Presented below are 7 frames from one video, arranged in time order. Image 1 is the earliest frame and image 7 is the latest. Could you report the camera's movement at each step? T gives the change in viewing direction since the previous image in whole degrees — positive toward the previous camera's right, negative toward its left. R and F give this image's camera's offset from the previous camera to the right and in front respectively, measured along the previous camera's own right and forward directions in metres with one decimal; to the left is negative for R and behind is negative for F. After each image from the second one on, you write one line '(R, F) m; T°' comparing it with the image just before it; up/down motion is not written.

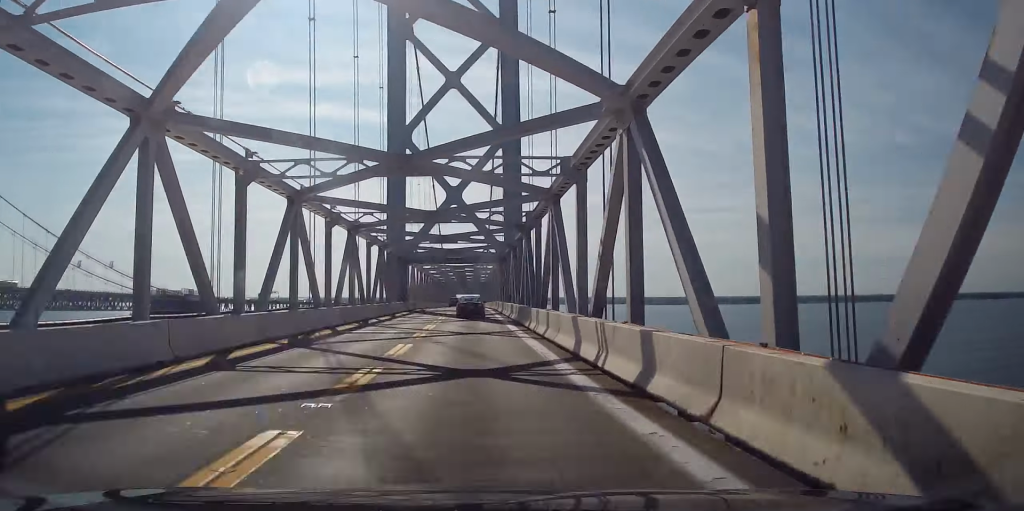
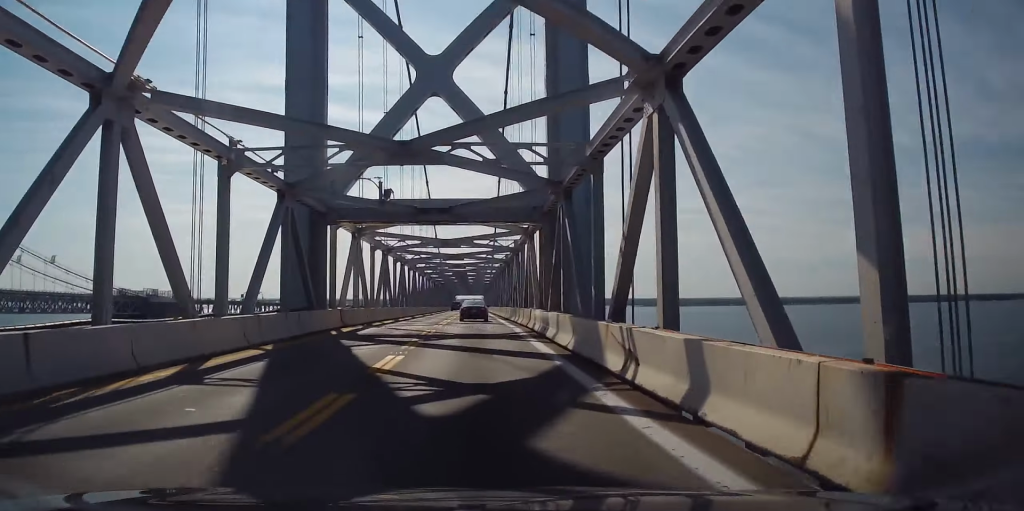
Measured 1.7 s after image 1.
(+0.2, +39.3) m; 0°
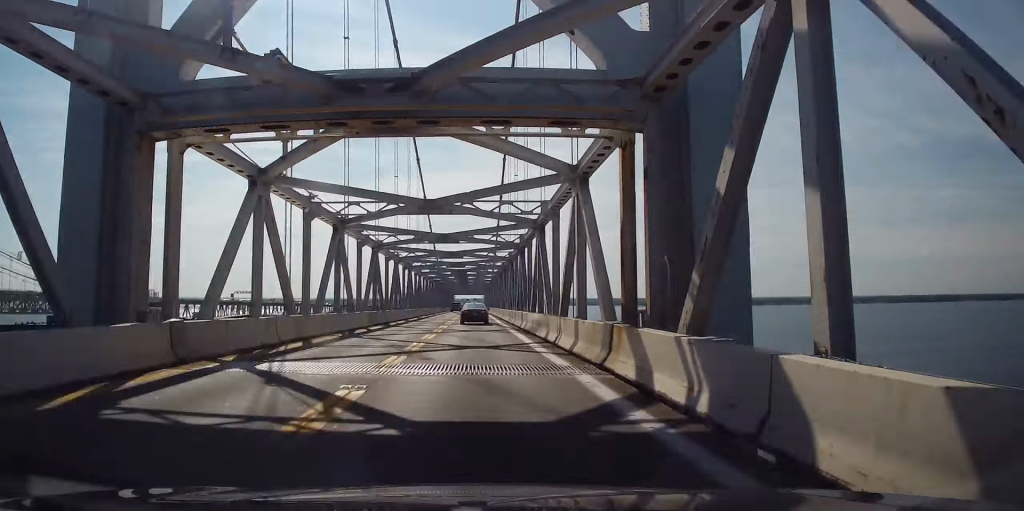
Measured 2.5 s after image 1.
(0.0, +17.7) m; 0°
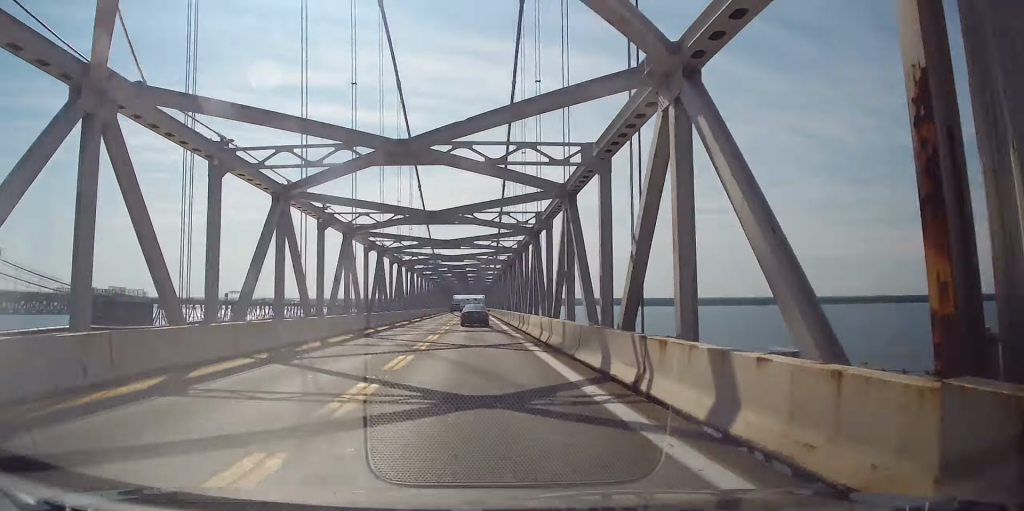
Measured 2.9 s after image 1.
(0.0, +9.9) m; 0°
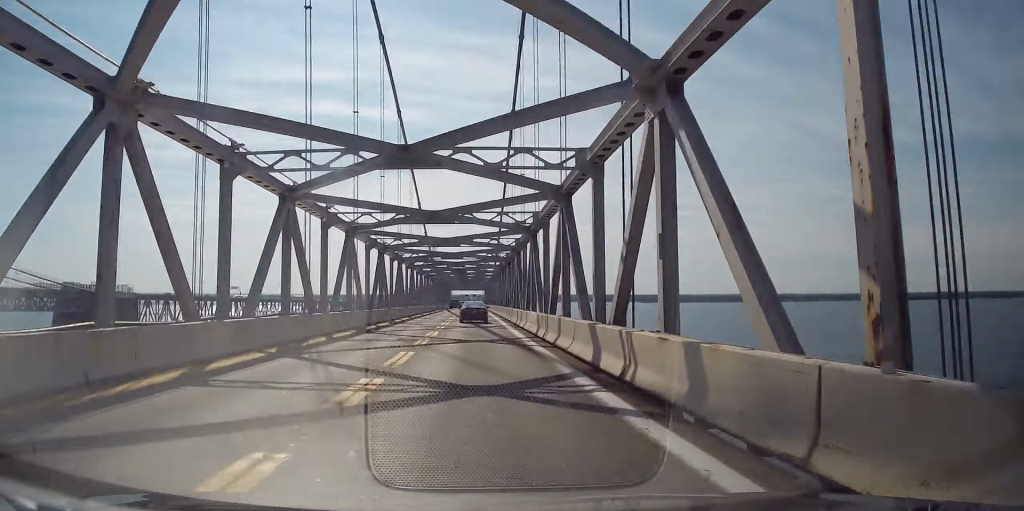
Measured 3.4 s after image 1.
(0.0, +11.5) m; 0°
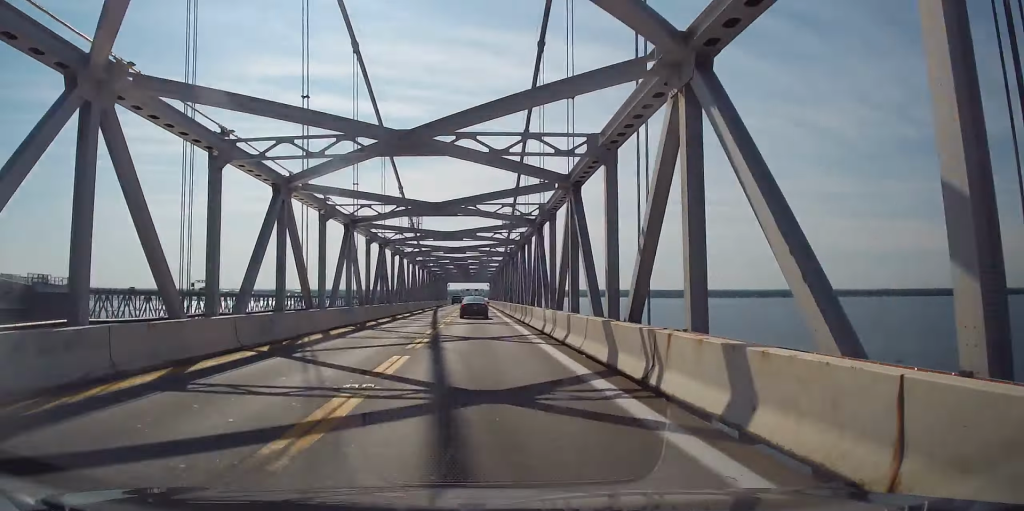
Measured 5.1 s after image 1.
(0.0, +38.2) m; 0°
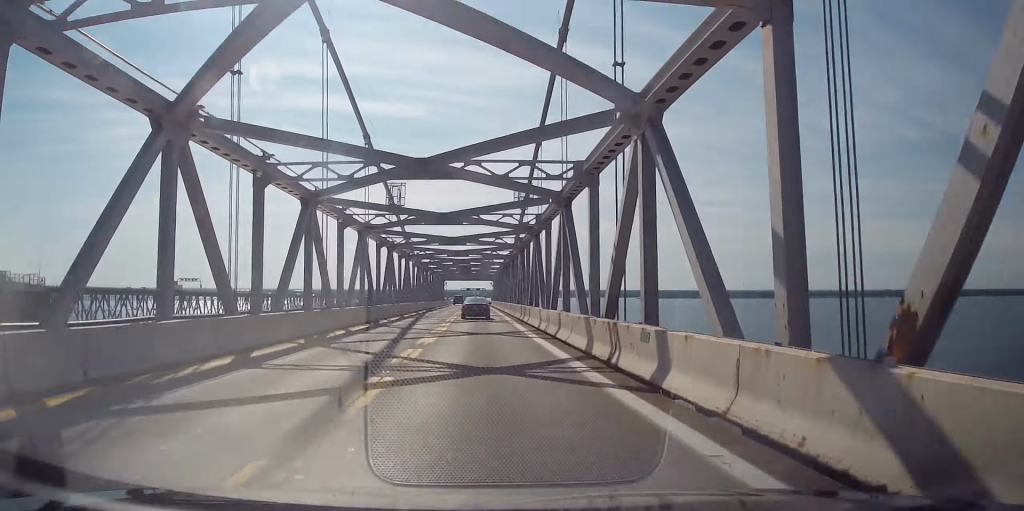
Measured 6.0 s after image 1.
(0.0, +21.4) m; 0°
